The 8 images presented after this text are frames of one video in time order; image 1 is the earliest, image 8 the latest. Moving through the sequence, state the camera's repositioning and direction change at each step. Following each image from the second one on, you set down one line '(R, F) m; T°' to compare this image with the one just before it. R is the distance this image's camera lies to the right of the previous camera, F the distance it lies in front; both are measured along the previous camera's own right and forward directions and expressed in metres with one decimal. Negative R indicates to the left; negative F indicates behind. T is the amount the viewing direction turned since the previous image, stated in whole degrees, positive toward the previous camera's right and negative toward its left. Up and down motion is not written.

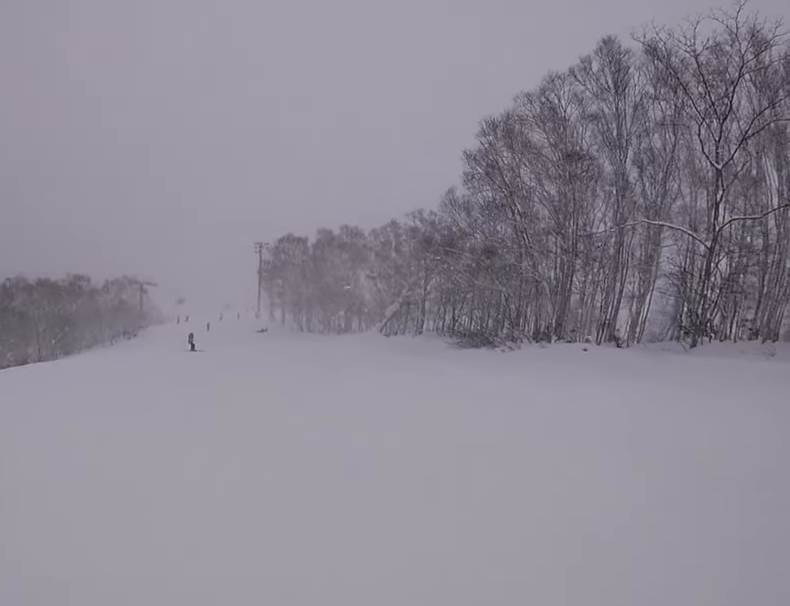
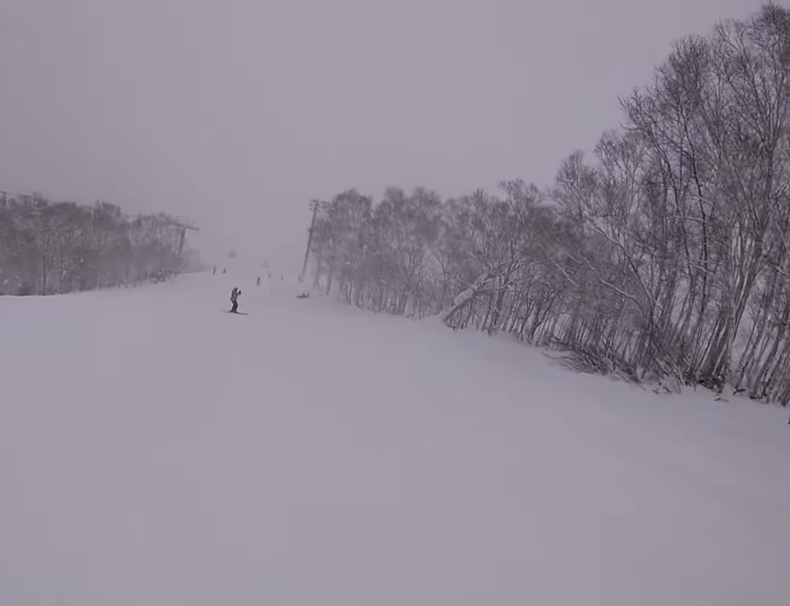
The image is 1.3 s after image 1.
(-1.1, +8.6) m; -14°
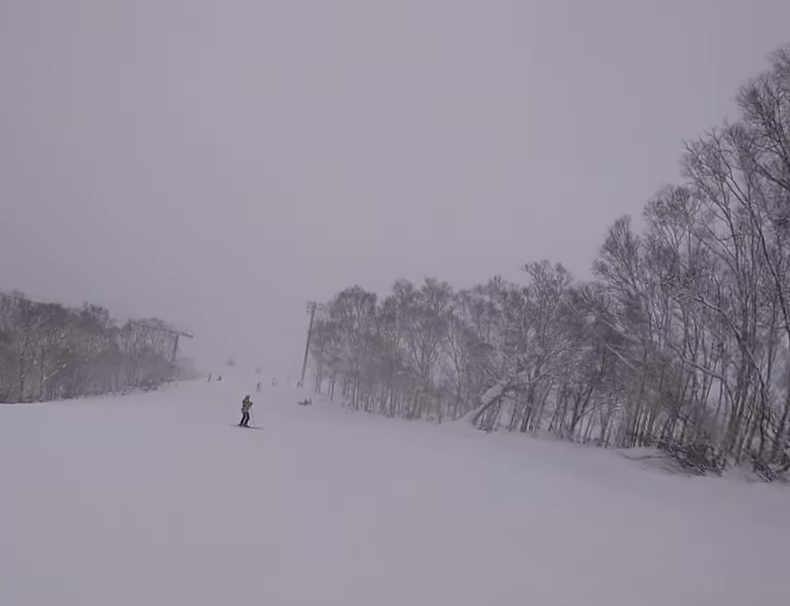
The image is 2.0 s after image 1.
(-0.1, +5.8) m; -1°
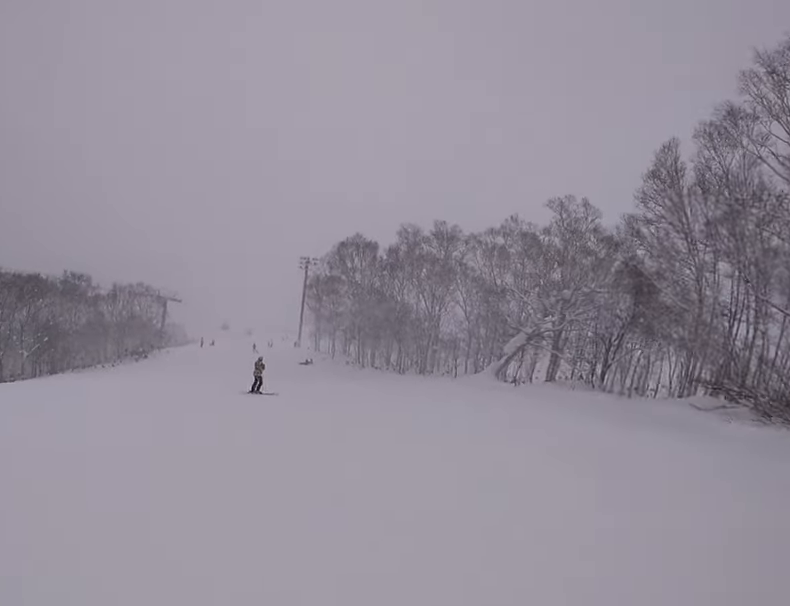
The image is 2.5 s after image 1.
(0.0, +3.8) m; 0°
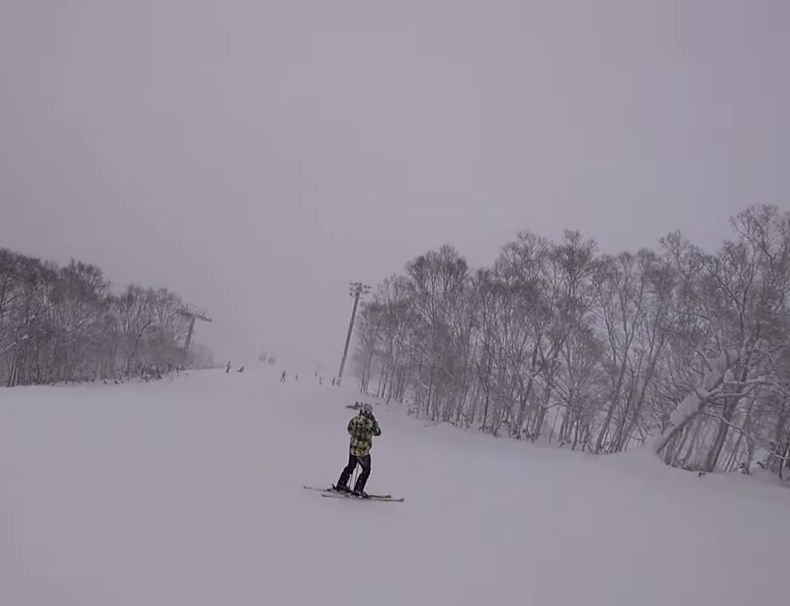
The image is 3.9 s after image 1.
(0.0, +12.6) m; 0°
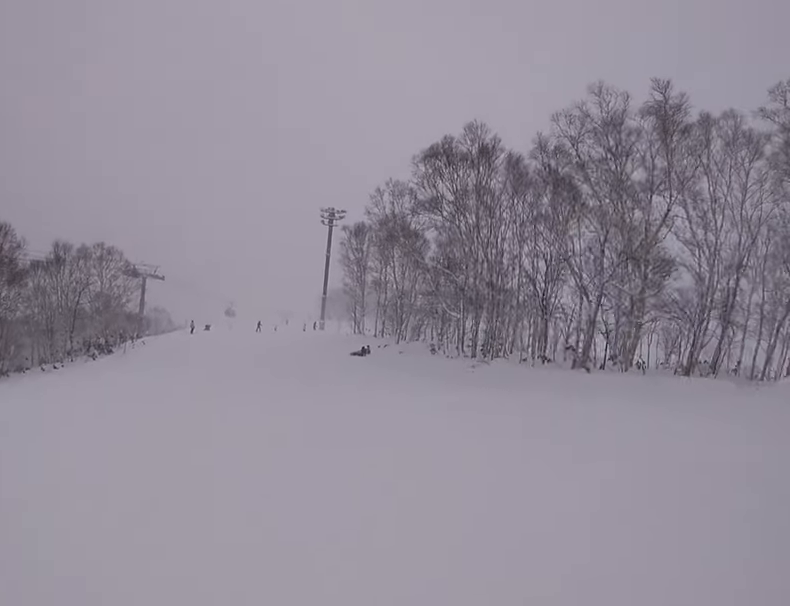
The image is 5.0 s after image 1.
(0.0, +11.1) m; 0°
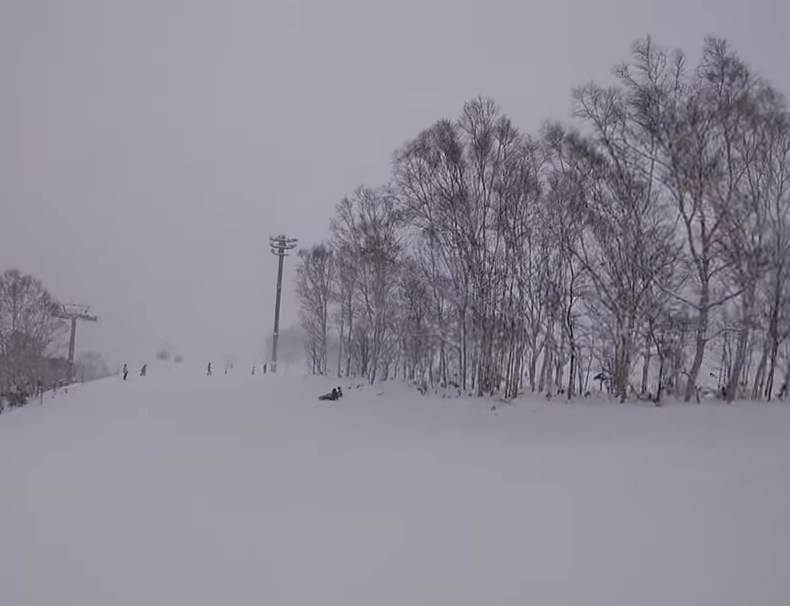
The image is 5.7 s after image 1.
(0.0, +7.6) m; +3°
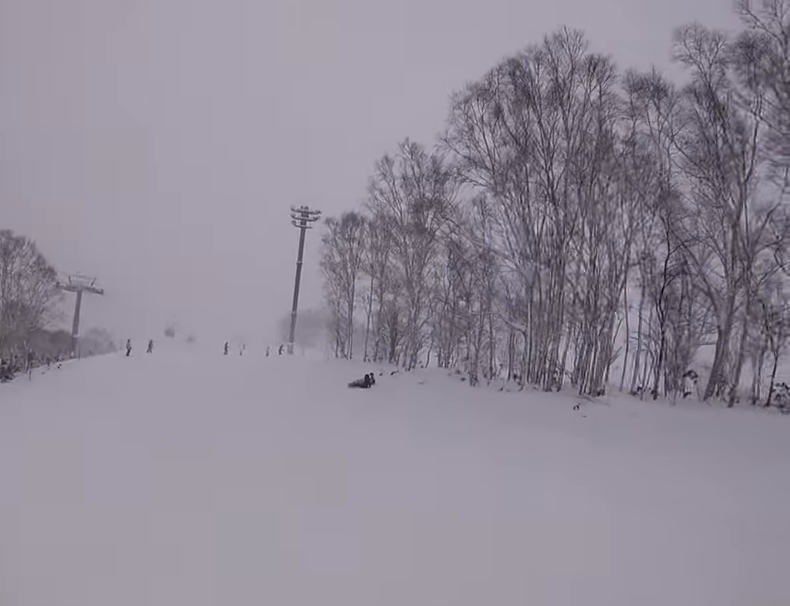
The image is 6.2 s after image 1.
(-0.2, +4.8) m; +3°
